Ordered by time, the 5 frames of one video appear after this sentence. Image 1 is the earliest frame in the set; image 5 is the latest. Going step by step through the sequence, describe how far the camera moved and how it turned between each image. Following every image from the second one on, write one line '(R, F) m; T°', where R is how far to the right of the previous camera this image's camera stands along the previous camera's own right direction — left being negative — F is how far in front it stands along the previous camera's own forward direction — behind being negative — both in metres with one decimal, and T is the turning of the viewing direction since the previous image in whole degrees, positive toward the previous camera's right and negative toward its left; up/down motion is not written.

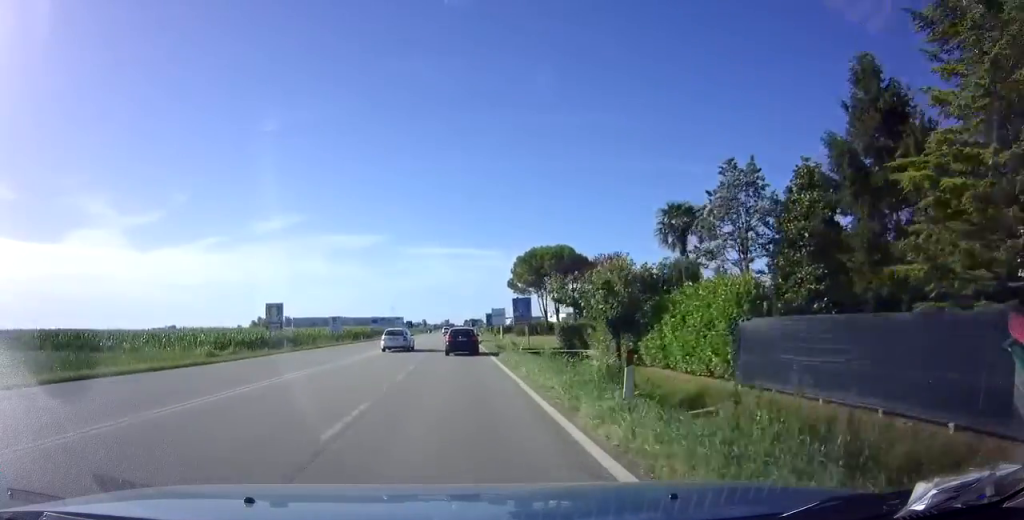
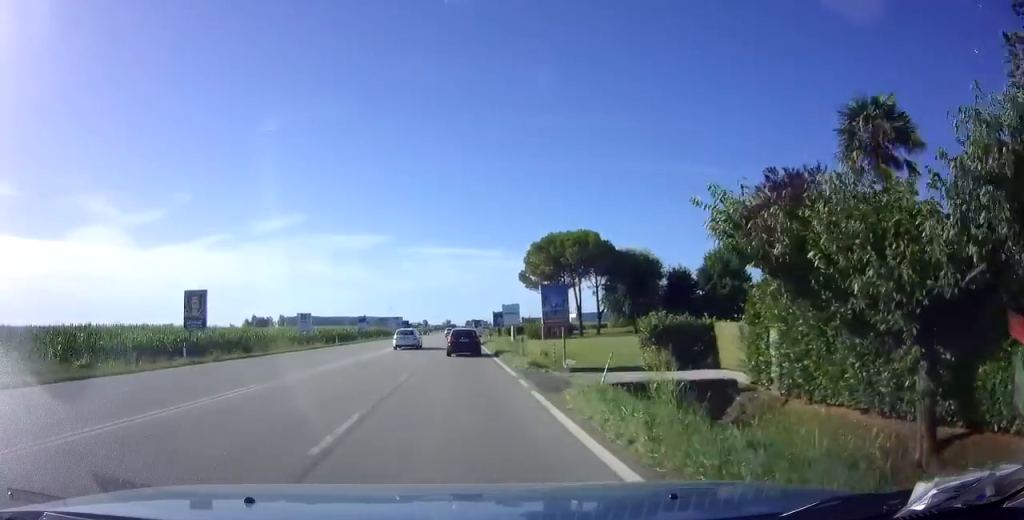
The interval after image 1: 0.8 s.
(-0.1, +15.1) m; 0°
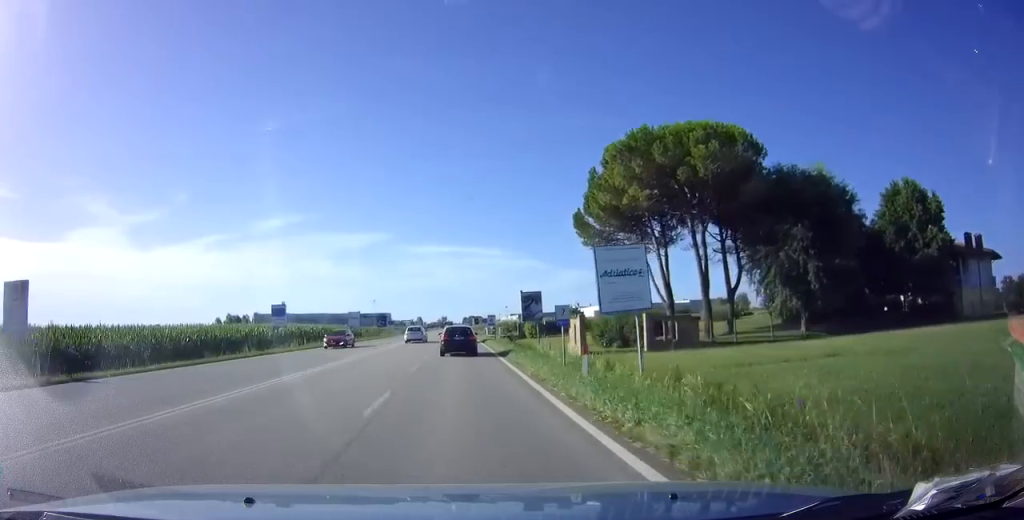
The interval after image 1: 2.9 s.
(0.0, +41.0) m; 0°
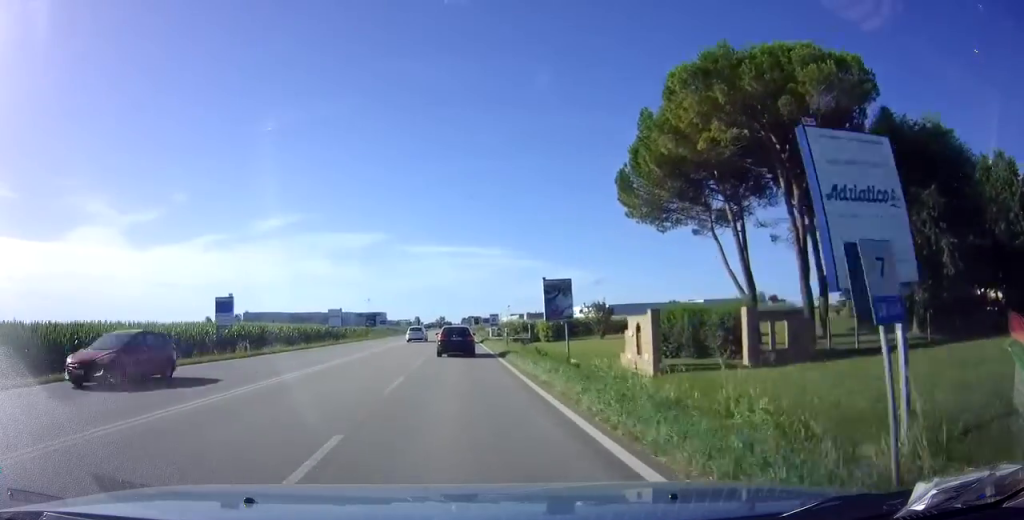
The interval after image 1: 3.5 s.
(0.0, +11.8) m; 0°
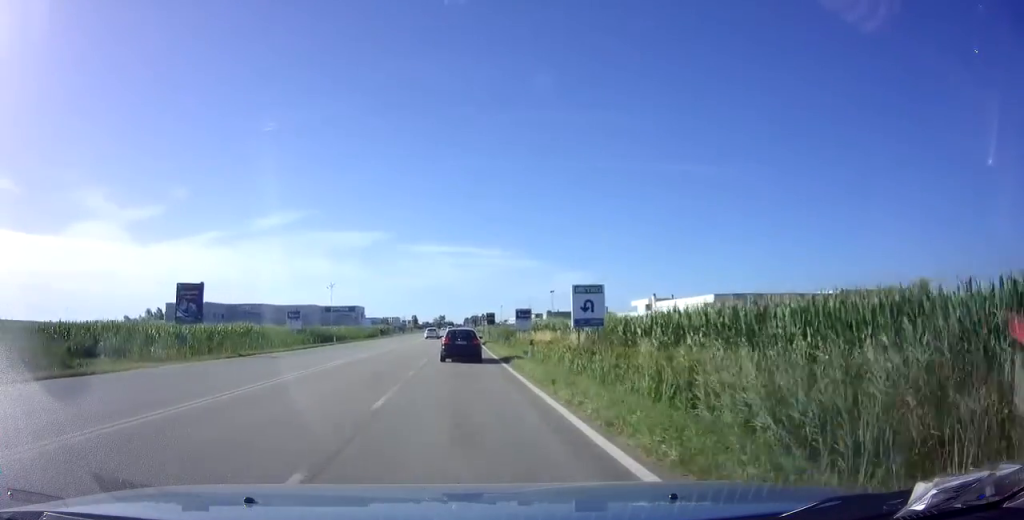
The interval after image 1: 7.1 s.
(+0.1, +68.0) m; 0°
